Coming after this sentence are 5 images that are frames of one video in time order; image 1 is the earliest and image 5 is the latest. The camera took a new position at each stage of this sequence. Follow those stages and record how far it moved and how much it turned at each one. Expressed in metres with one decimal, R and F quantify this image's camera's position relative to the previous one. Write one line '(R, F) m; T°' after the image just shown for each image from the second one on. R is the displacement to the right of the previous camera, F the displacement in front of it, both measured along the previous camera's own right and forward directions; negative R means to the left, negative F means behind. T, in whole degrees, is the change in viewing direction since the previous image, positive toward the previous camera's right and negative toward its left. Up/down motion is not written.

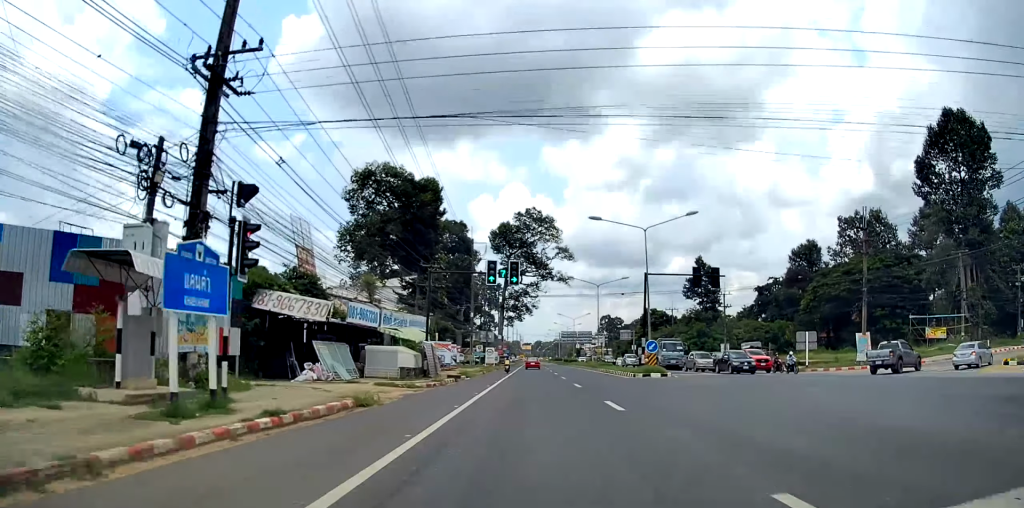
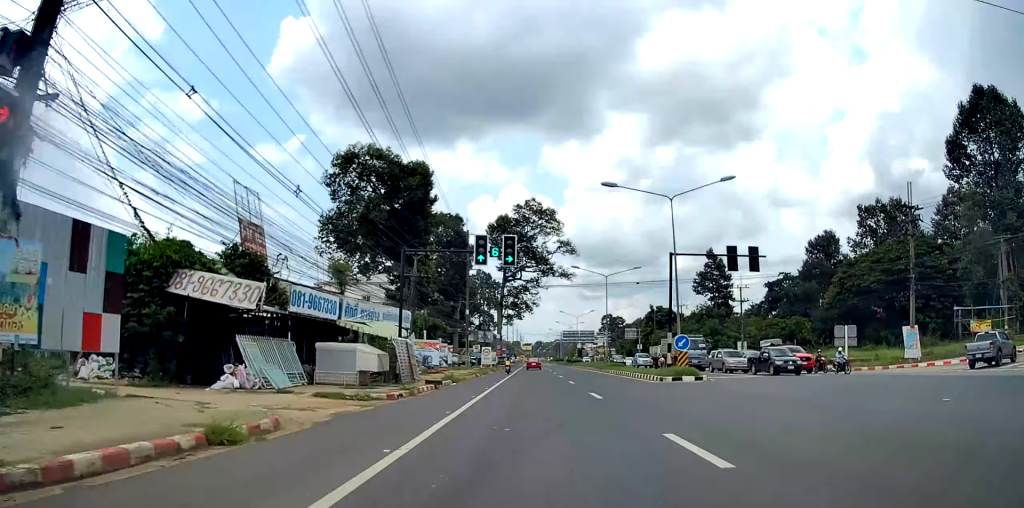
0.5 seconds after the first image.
(+0.1, +7.3) m; 0°
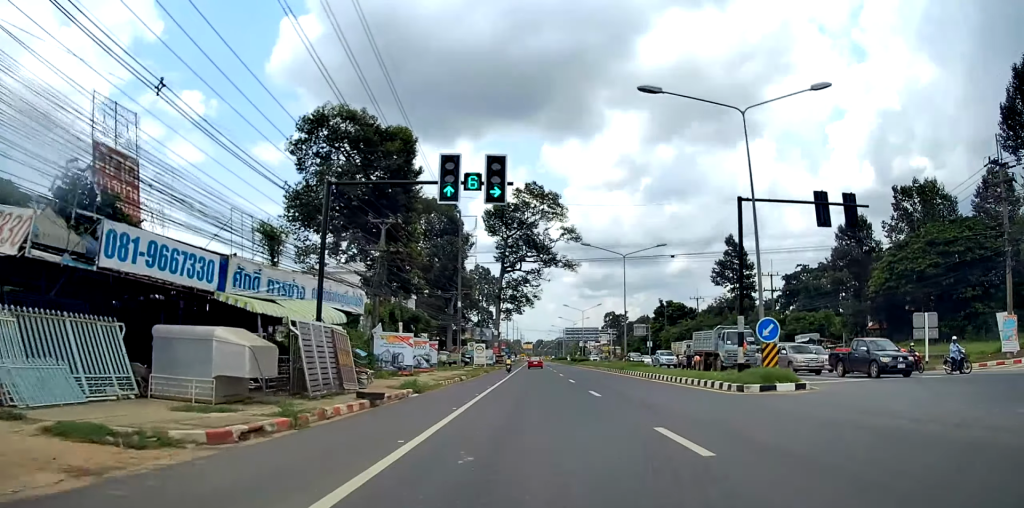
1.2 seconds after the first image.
(-0.3, +11.5) m; 0°
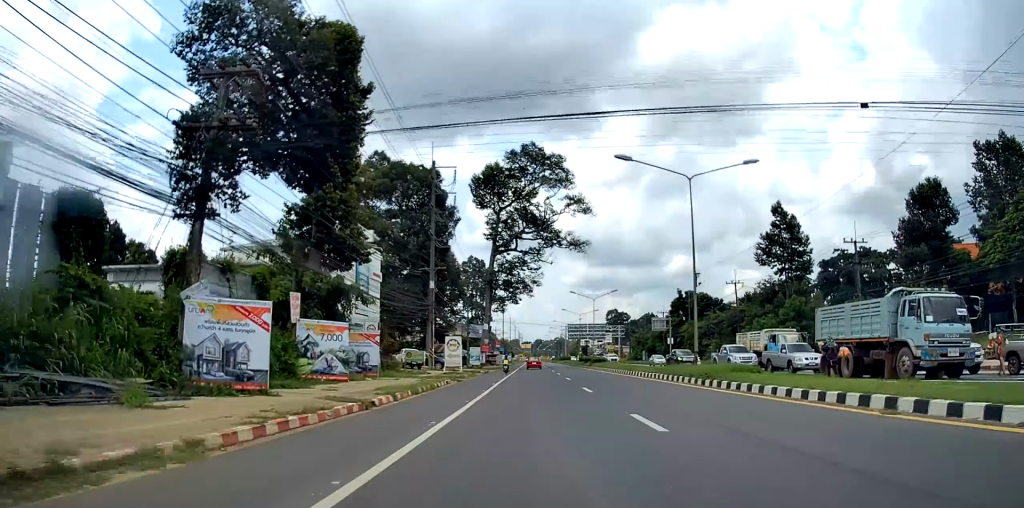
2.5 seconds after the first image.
(+0.1, +22.0) m; -1°
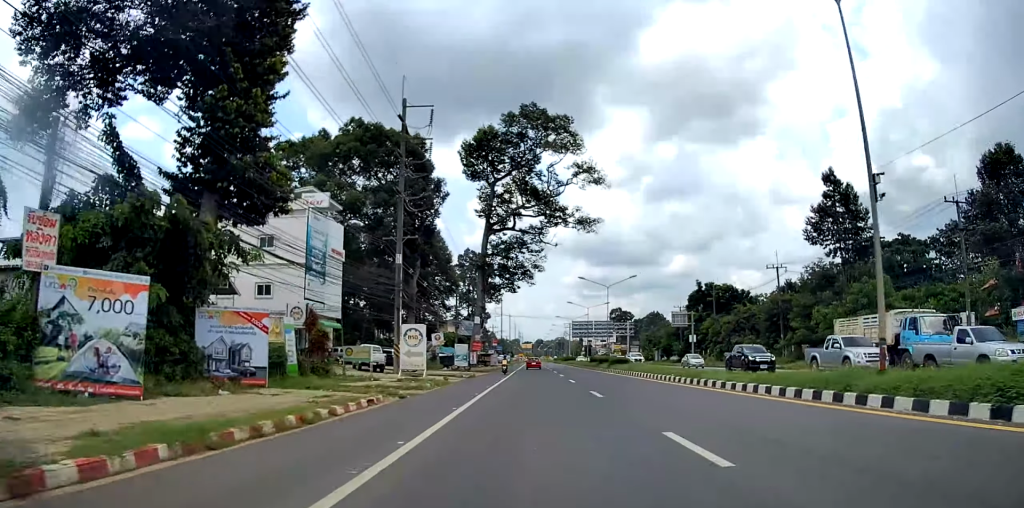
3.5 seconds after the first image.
(-0.4, +15.9) m; -1°
